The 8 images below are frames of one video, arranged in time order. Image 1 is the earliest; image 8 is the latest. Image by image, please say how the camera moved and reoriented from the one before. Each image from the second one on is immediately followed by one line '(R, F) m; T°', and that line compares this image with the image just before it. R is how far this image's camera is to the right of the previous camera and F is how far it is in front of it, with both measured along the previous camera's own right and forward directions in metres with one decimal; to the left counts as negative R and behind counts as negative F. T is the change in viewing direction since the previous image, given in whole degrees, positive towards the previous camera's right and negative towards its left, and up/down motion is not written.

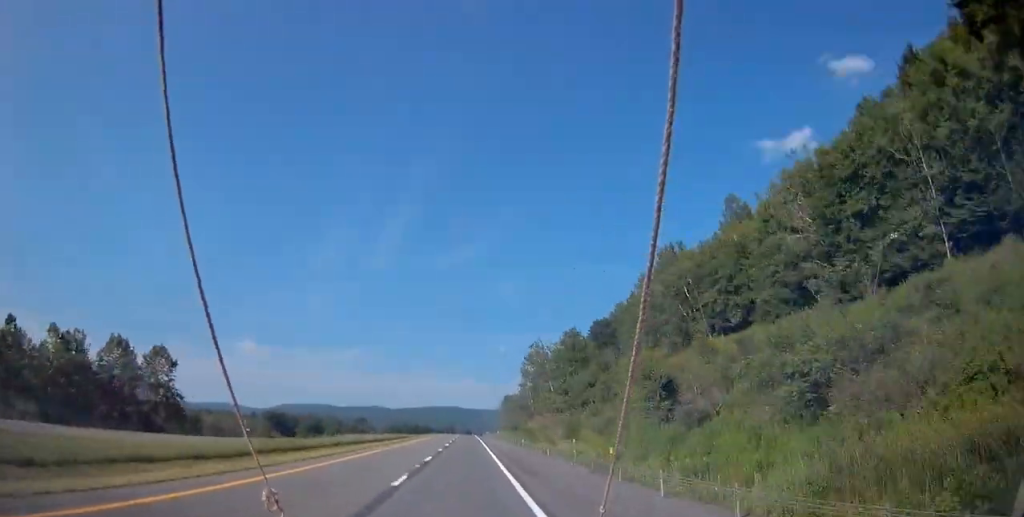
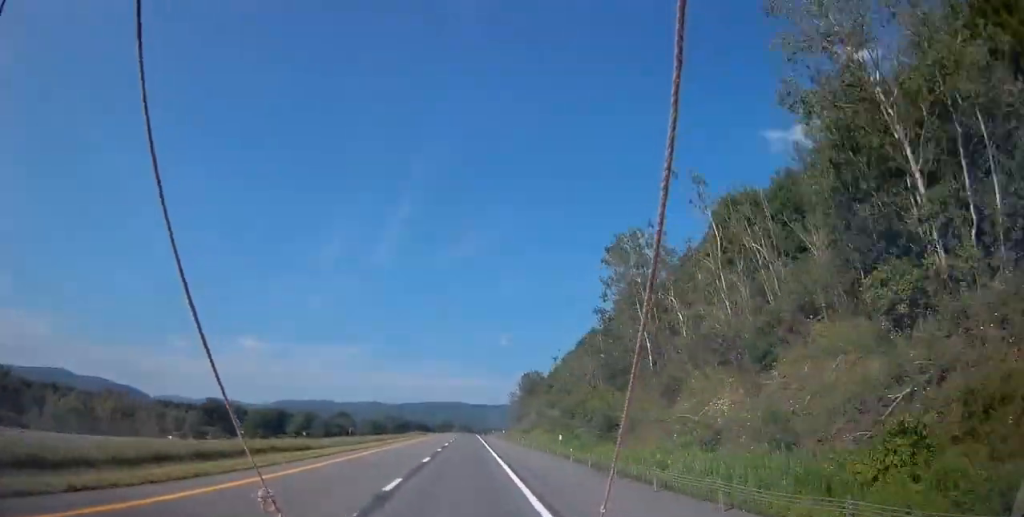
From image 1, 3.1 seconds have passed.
(-0.1, +76.1) m; 0°
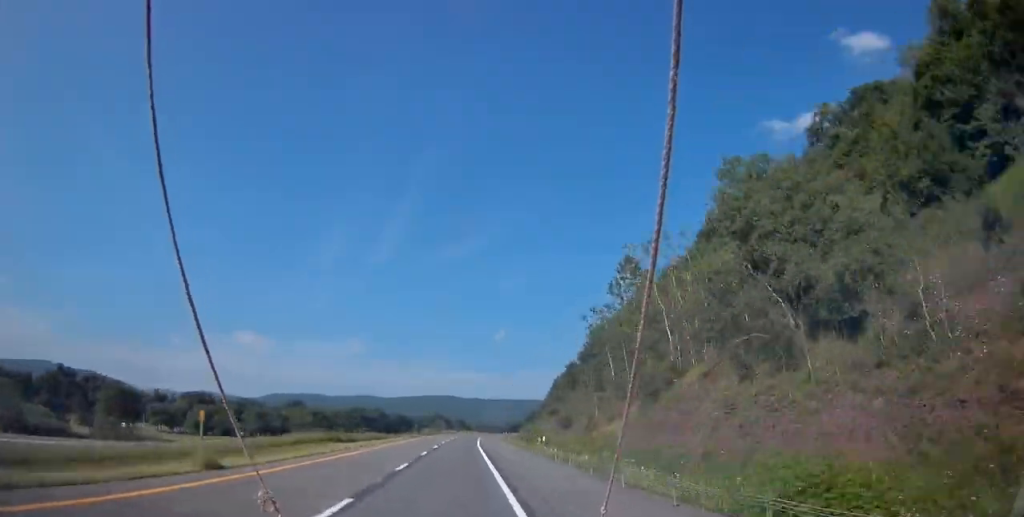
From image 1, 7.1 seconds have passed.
(+0.3, +104.8) m; +1°
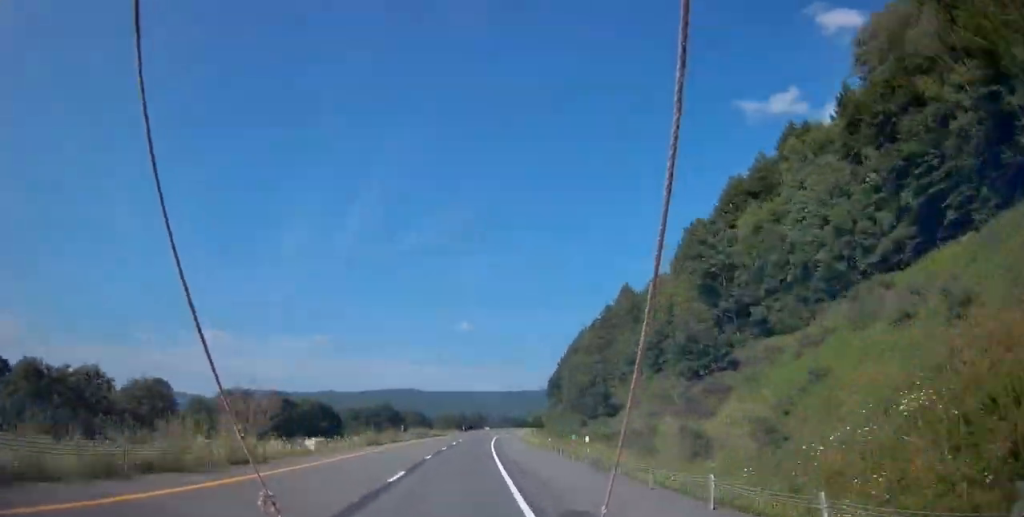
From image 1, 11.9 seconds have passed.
(+3.5, +130.3) m; +4°
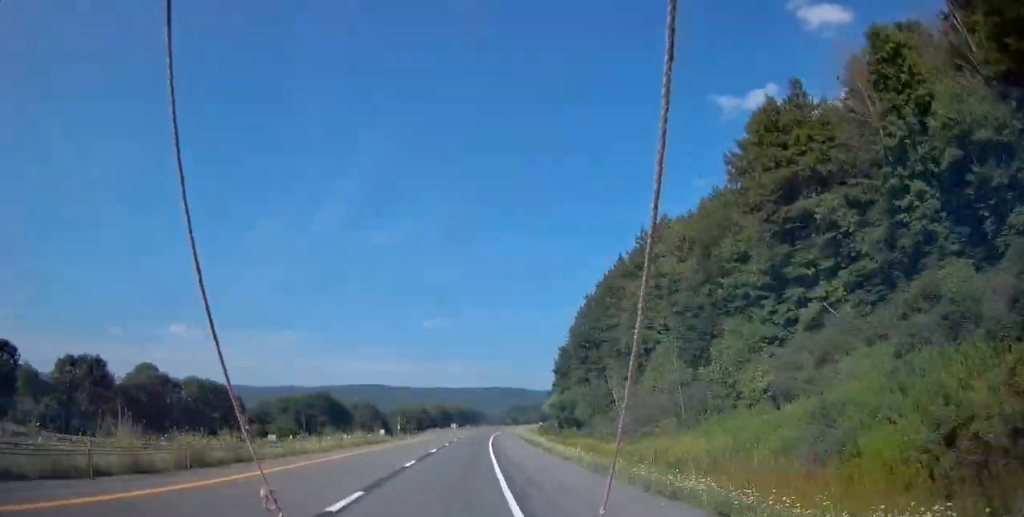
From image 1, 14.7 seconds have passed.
(+2.0, +77.3) m; +3°
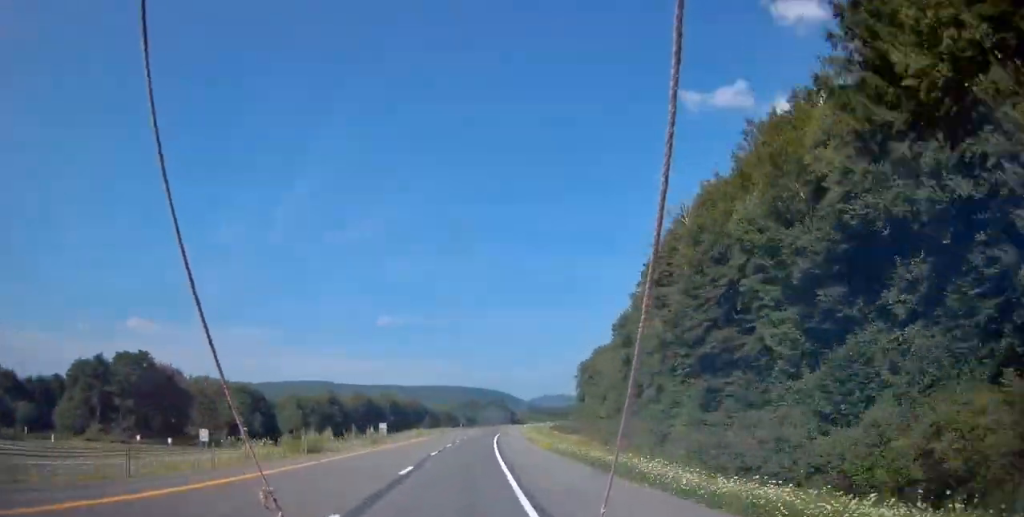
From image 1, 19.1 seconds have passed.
(+5.2, +122.5) m; +5°
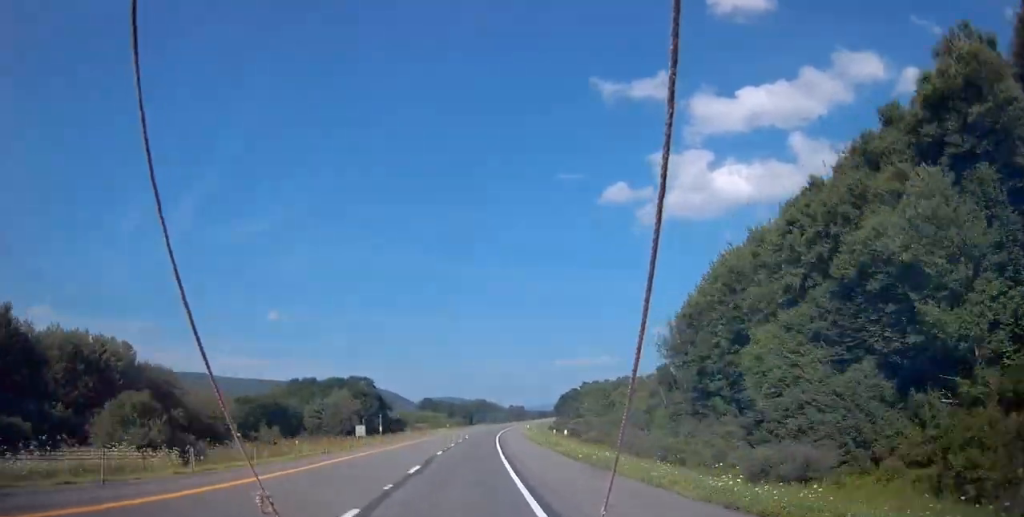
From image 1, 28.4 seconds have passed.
(+24.2, +260.8) m; +11°
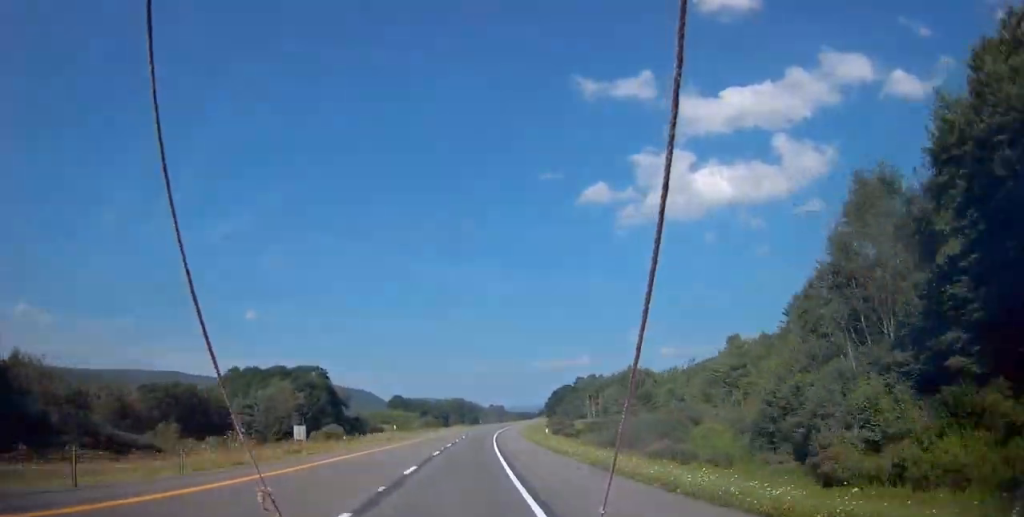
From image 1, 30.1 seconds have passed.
(+1.0, +48.7) m; +2°
